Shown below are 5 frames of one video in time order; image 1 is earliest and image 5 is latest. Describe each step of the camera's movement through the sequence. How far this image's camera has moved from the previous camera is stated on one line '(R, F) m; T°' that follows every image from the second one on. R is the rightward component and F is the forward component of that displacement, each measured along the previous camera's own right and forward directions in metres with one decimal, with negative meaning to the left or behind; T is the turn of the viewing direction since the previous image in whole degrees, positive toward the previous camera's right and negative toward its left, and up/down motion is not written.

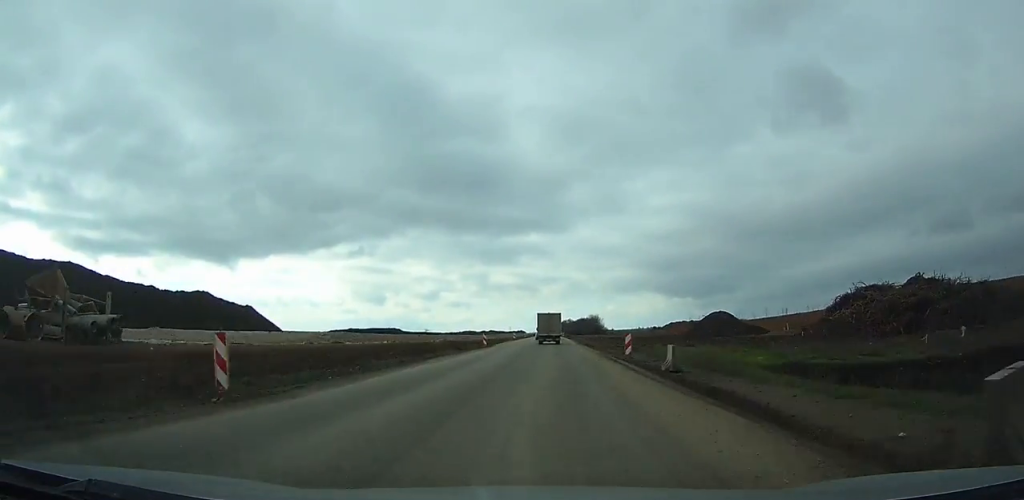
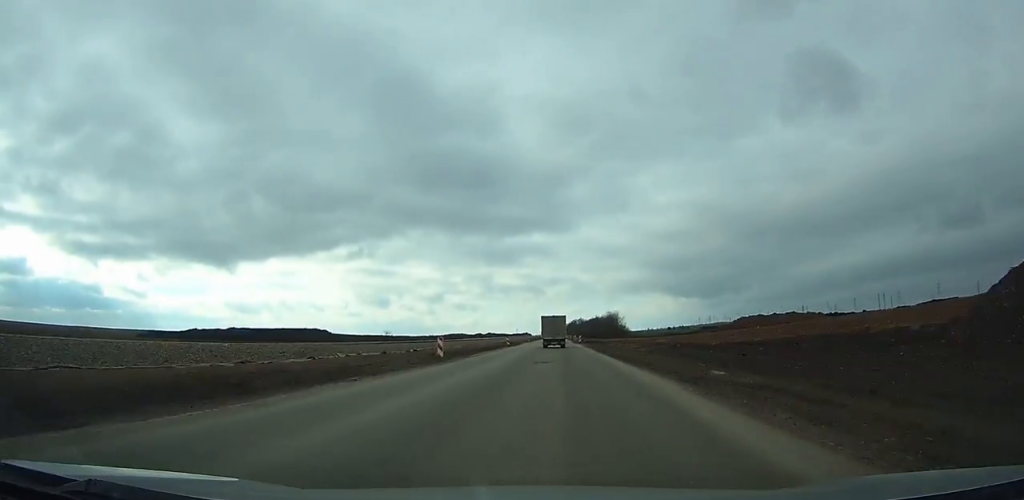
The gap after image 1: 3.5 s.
(-0.5, +64.2) m; 0°
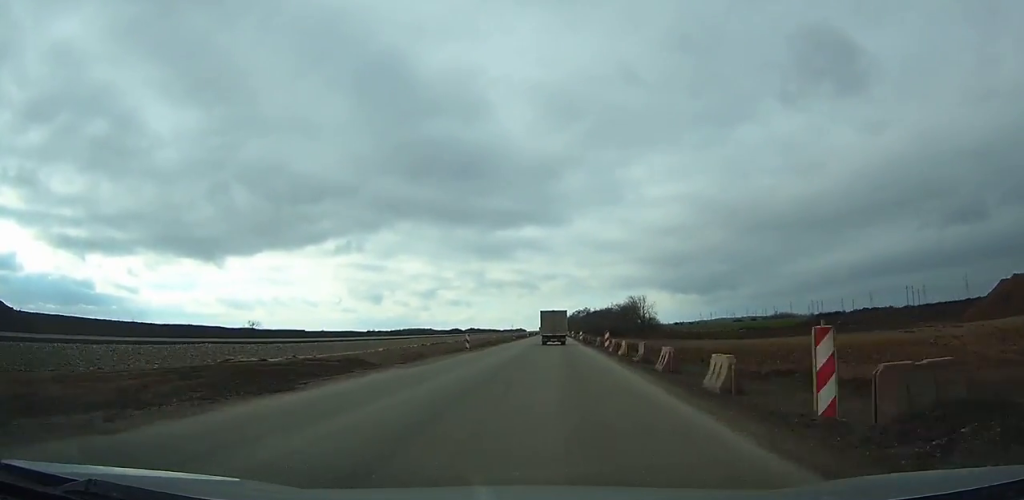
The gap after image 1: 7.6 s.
(+0.5, +78.3) m; 0°
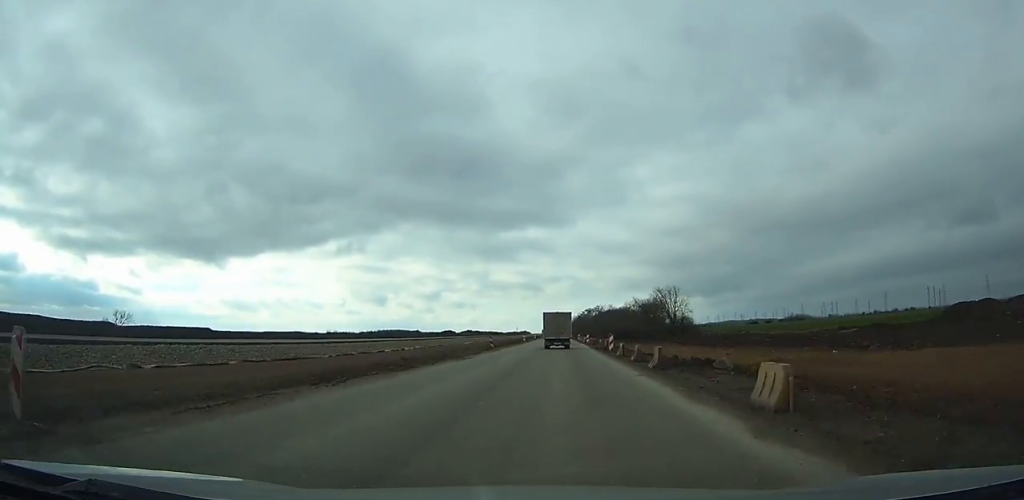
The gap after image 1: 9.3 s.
(0.0, +34.6) m; 0°
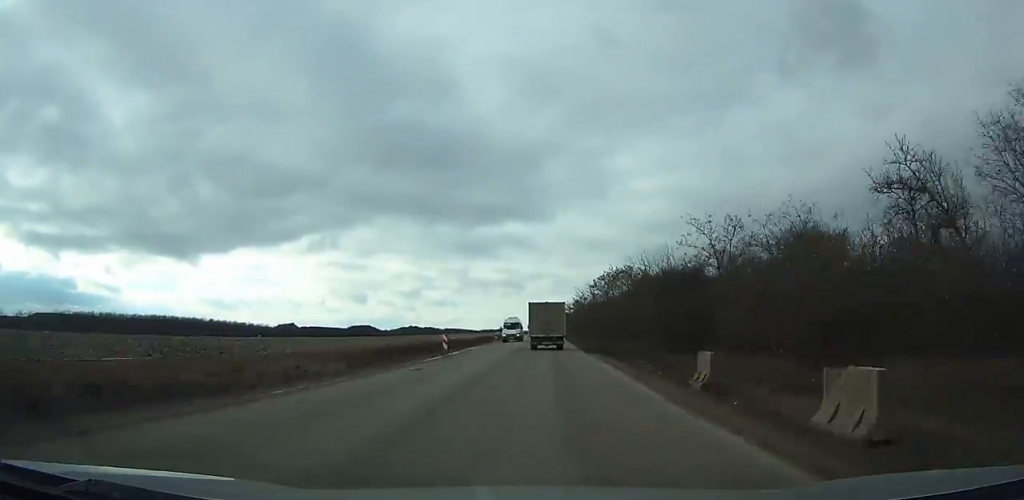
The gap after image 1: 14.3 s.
(+1.1, +100.6) m; +1°
